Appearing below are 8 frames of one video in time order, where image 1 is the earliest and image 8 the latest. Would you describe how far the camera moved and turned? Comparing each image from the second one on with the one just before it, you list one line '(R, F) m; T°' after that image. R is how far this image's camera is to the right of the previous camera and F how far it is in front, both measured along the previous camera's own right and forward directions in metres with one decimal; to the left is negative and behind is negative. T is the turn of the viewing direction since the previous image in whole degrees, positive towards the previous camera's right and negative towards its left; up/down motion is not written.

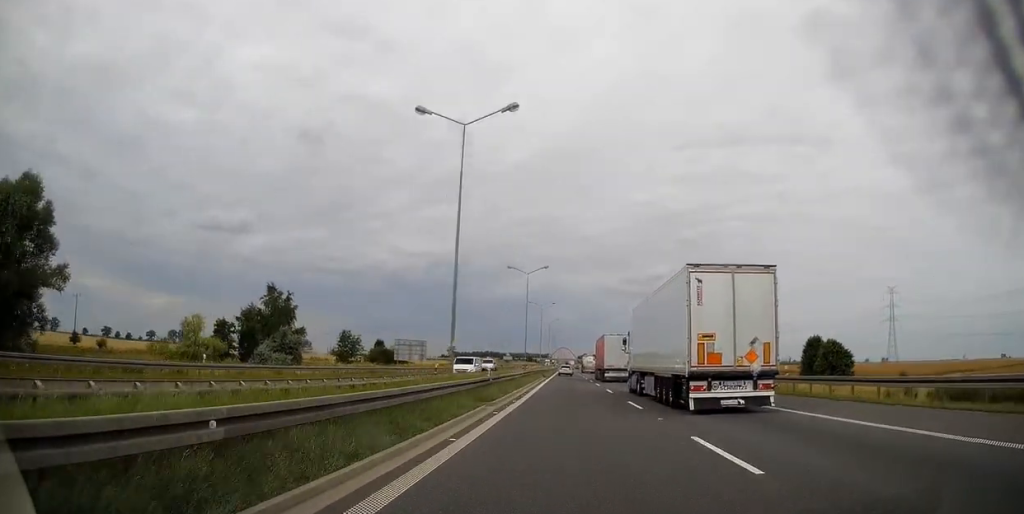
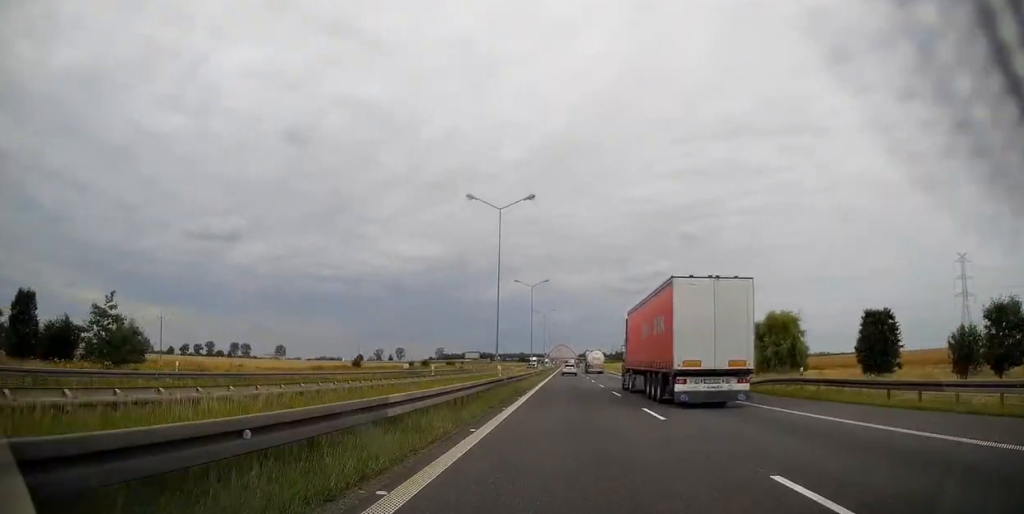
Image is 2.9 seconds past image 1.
(+0.3, +100.6) m; 0°
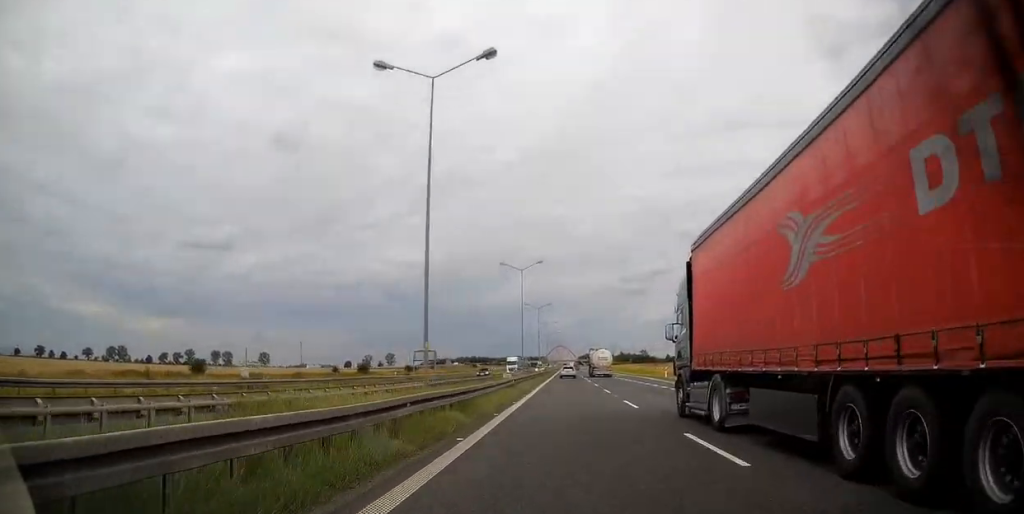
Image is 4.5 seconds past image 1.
(+0.3, +55.3) m; 0°
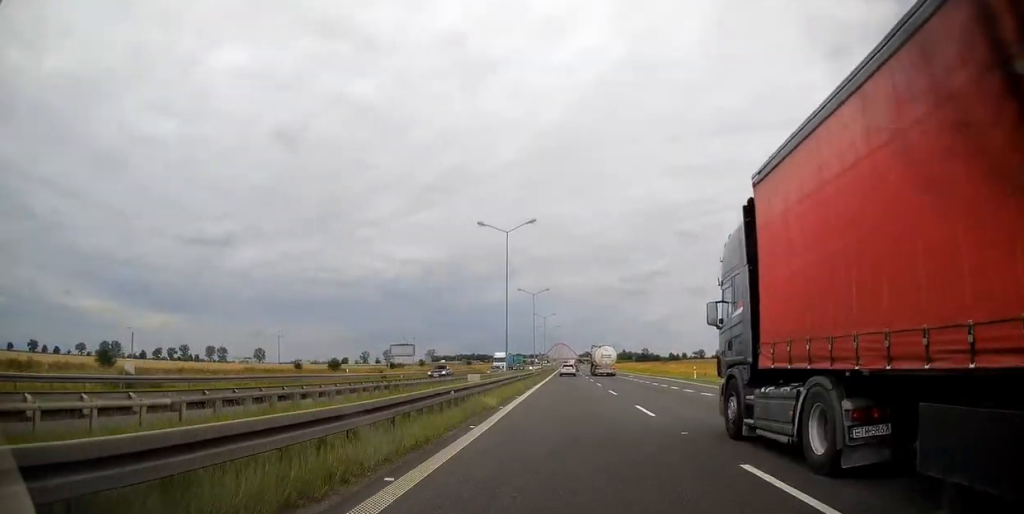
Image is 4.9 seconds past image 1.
(-0.1, +16.0) m; 0°
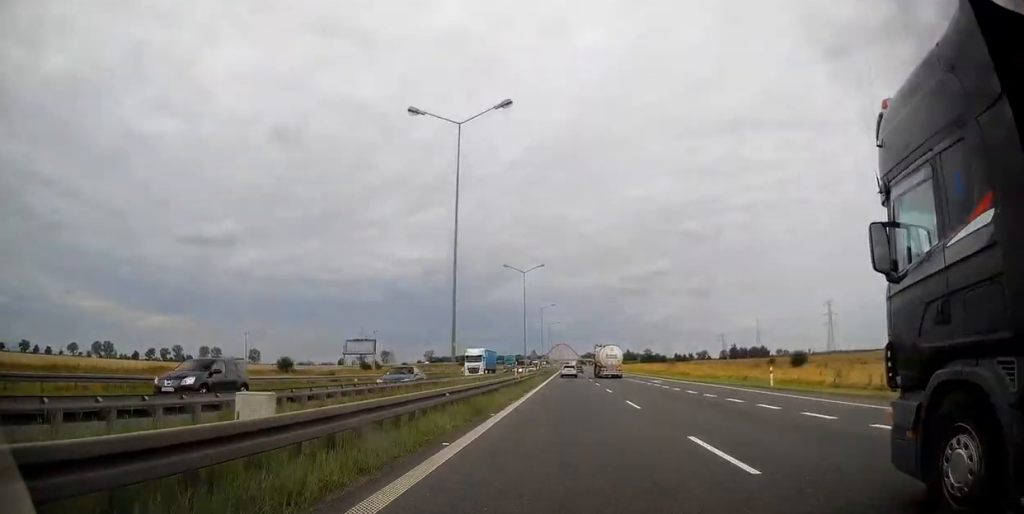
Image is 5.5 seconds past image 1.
(-0.1, +20.6) m; 0°
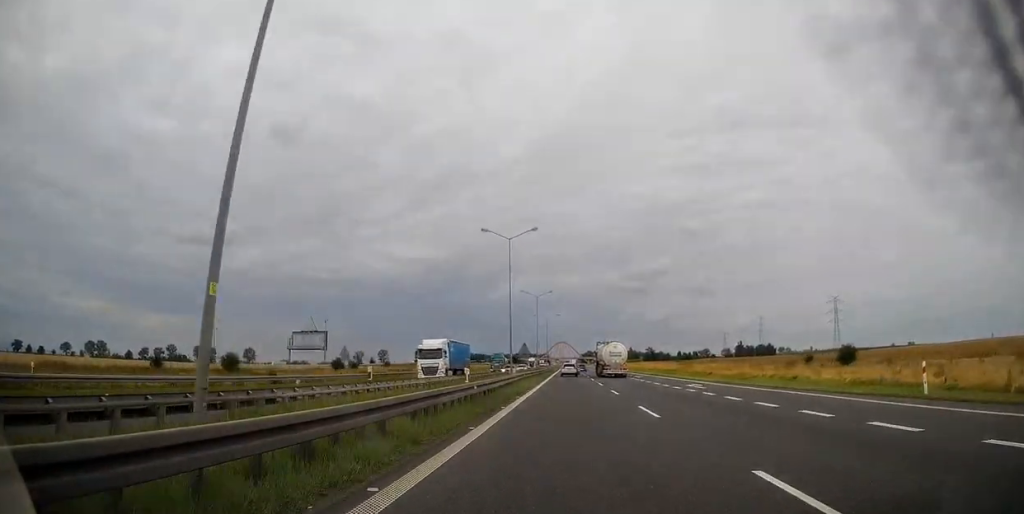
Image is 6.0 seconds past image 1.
(+0.1, +15.9) m; 0°
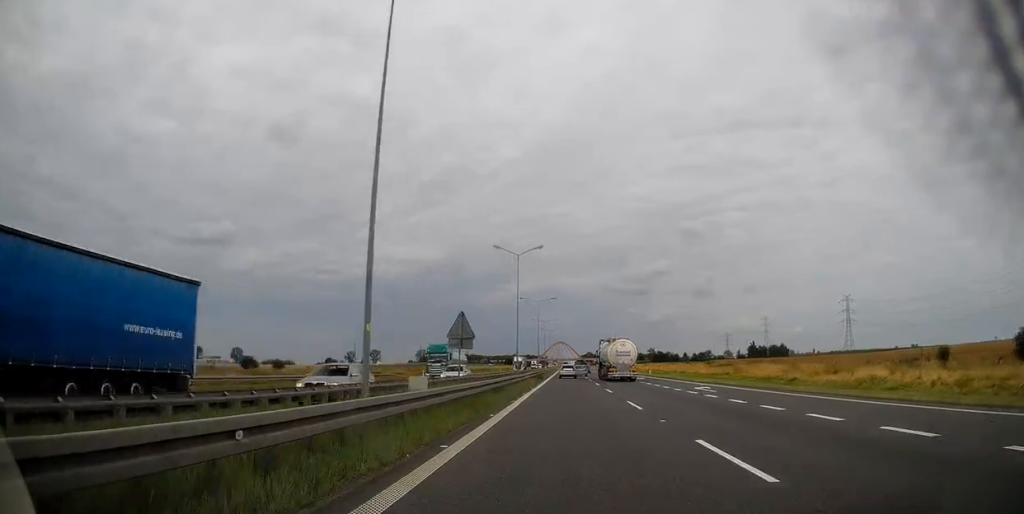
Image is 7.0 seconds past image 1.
(0.0, +32.8) m; 0°
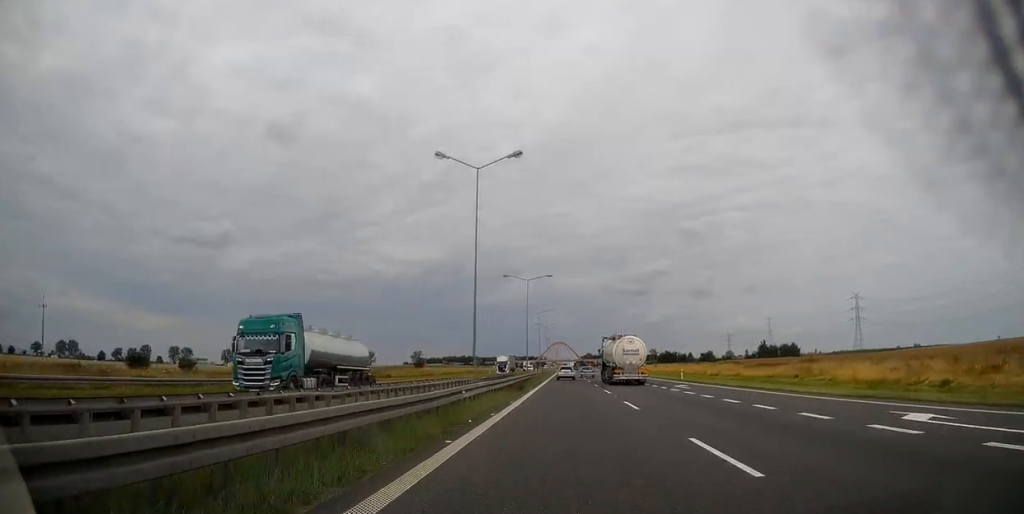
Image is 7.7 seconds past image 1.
(-0.1, +23.7) m; 0°
